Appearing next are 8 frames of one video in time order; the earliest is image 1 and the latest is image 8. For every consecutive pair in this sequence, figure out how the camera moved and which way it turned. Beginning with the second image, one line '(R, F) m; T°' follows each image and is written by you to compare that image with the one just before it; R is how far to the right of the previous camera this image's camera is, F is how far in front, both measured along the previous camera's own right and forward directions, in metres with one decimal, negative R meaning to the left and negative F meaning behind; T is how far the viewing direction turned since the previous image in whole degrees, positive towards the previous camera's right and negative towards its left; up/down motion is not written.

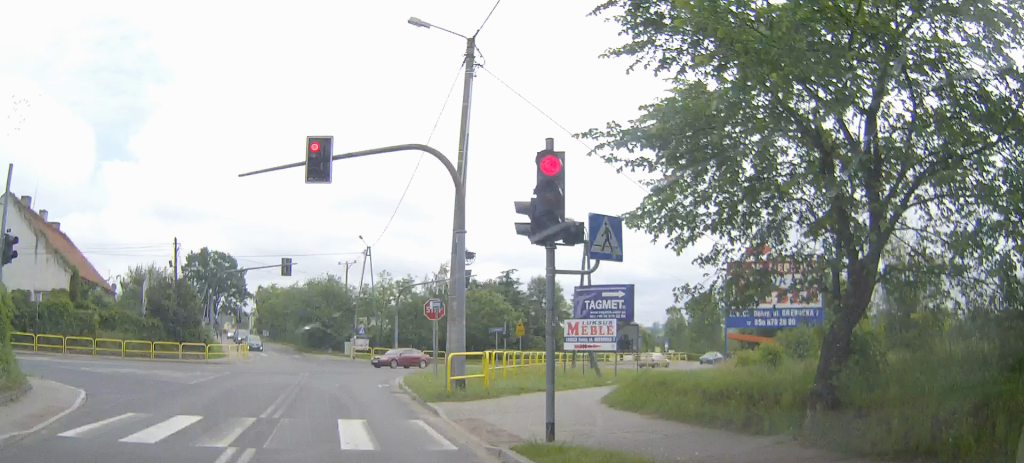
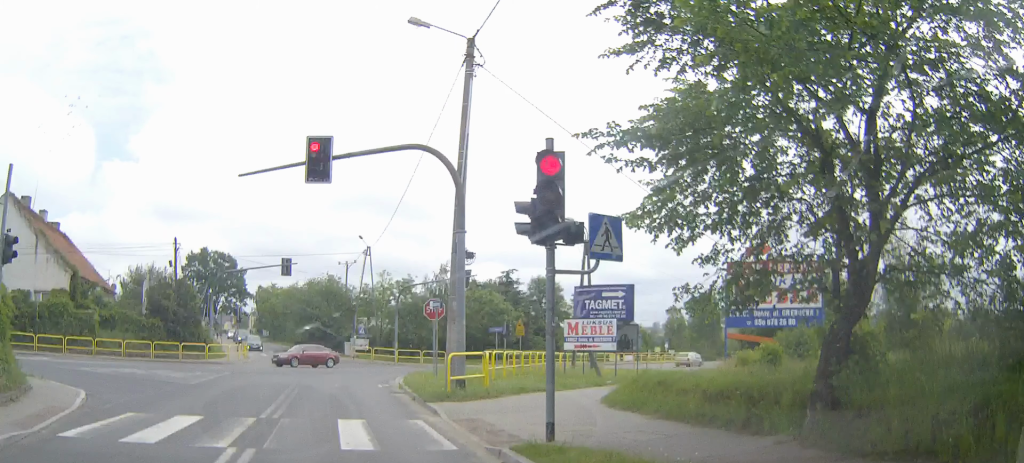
(0.0, 0.0) m; 0°
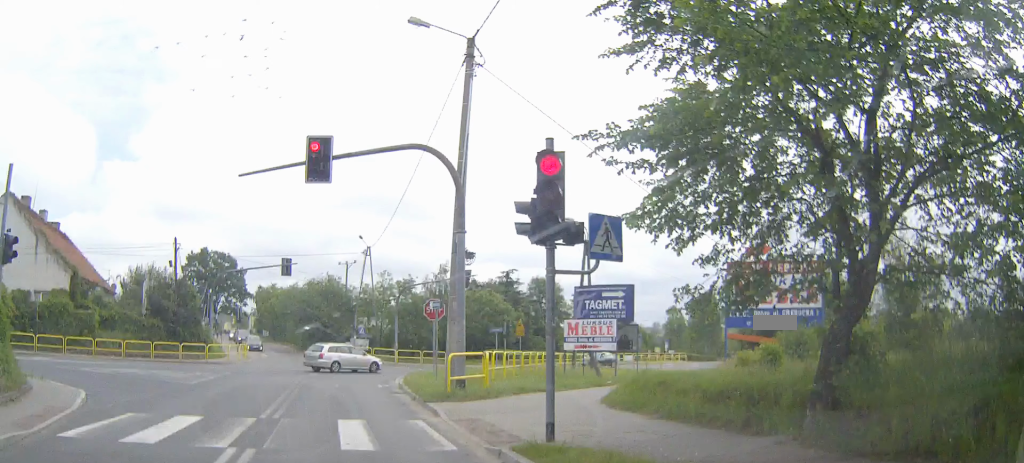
(0.0, 0.0) m; 0°
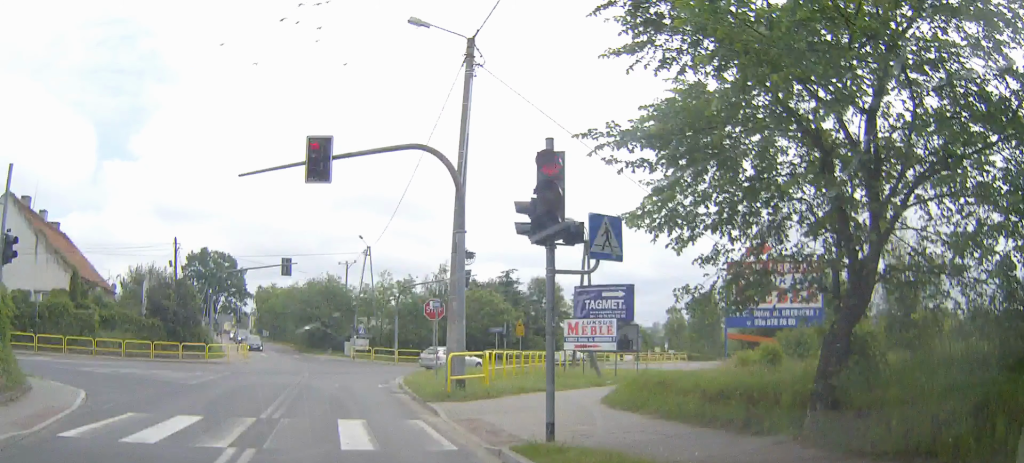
(0.0, 0.0) m; 0°
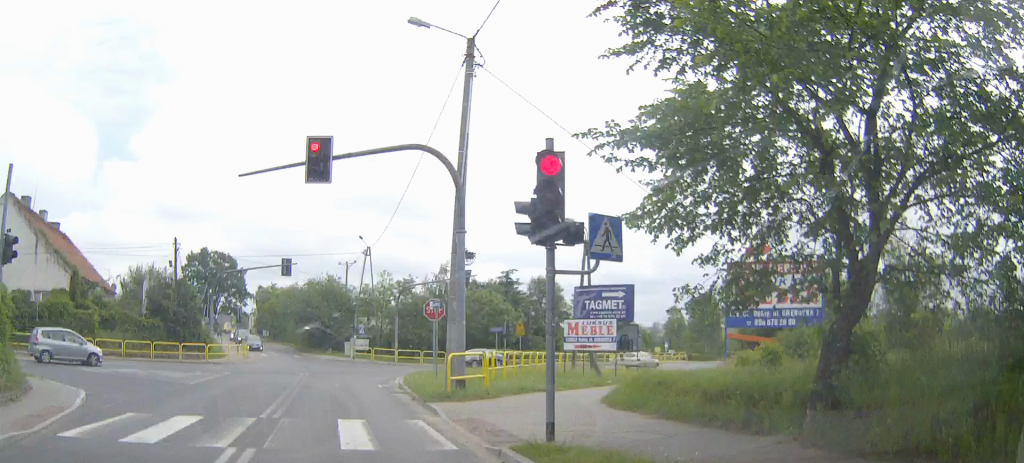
(0.0, 0.0) m; 0°
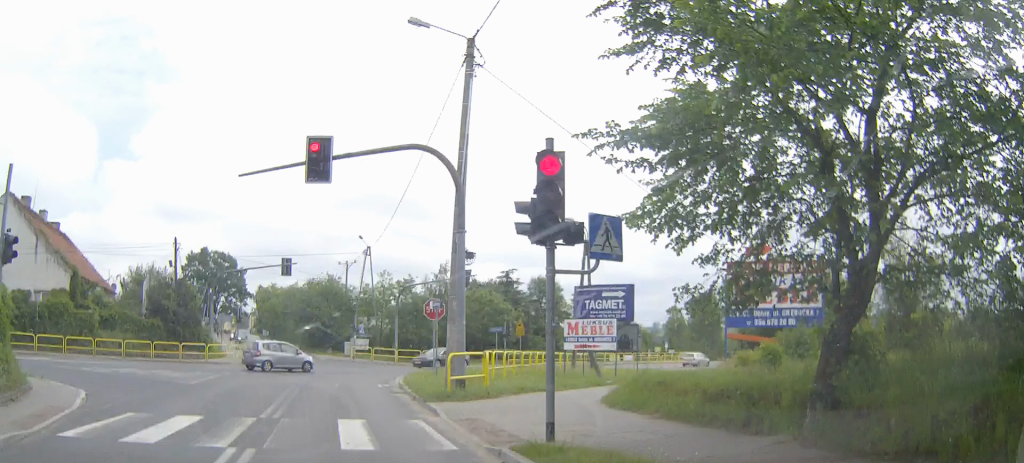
(0.0, 0.0) m; 0°
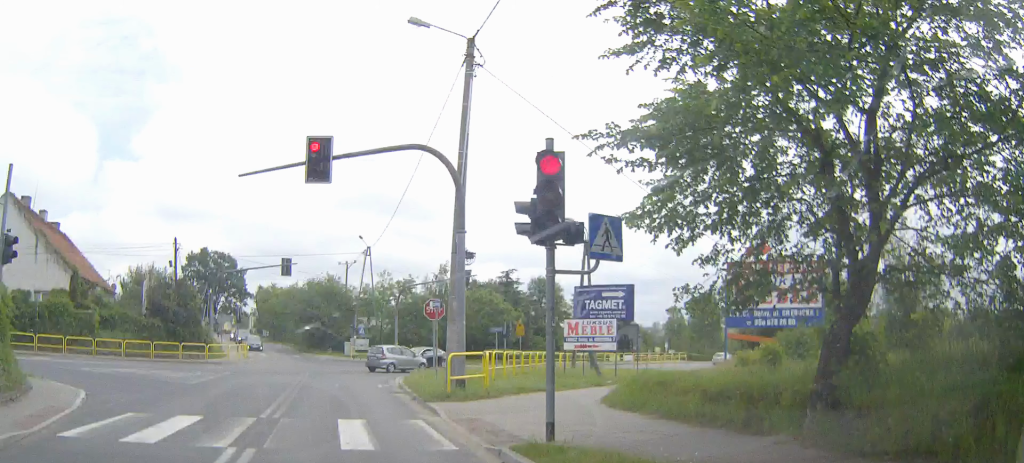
(0.0, 0.0) m; 0°
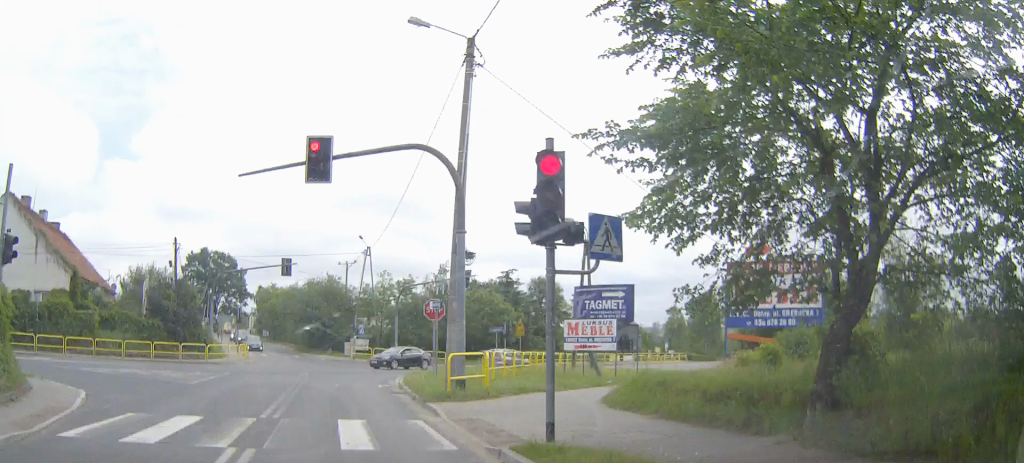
(0.0, 0.0) m; 0°
